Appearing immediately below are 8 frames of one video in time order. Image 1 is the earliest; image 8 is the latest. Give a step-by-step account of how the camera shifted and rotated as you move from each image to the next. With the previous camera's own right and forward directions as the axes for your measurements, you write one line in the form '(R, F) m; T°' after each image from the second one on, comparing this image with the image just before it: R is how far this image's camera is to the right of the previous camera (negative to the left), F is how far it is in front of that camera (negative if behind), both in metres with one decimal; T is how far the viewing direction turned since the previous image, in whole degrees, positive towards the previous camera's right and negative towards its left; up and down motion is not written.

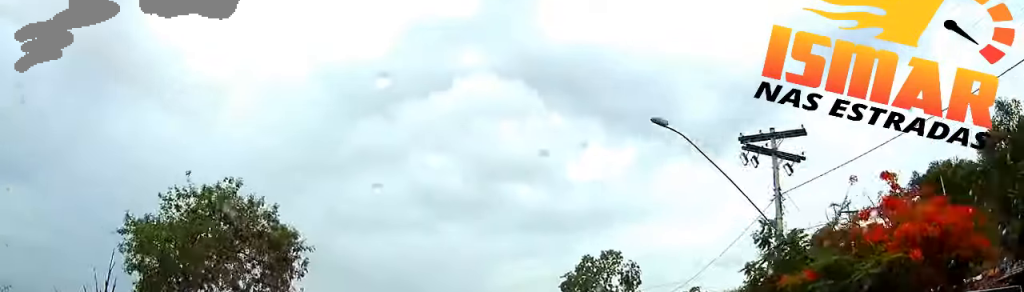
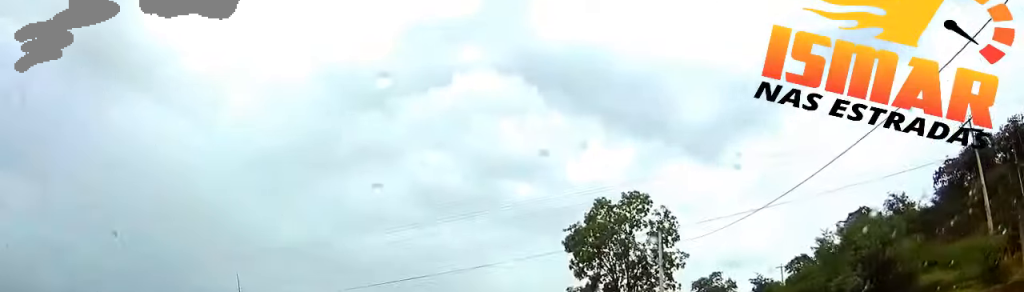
(0.0, +24.1) m; 0°
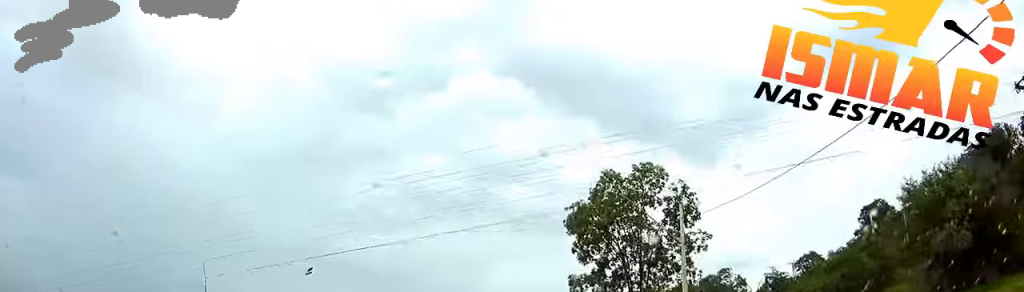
(0.0, +8.3) m; 0°
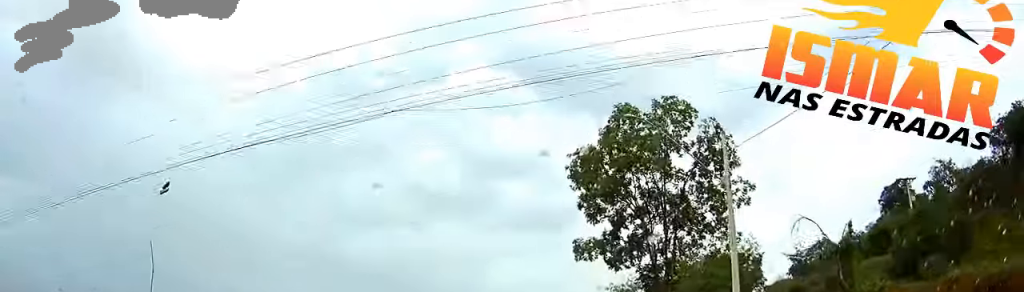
(0.0, +10.6) m; 0°
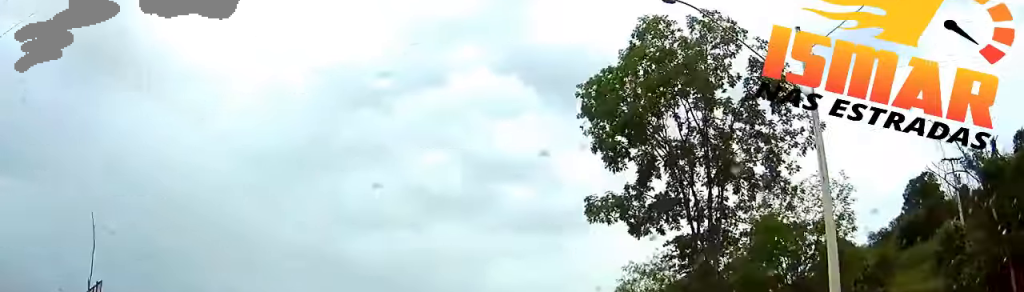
(0.0, +10.0) m; 0°
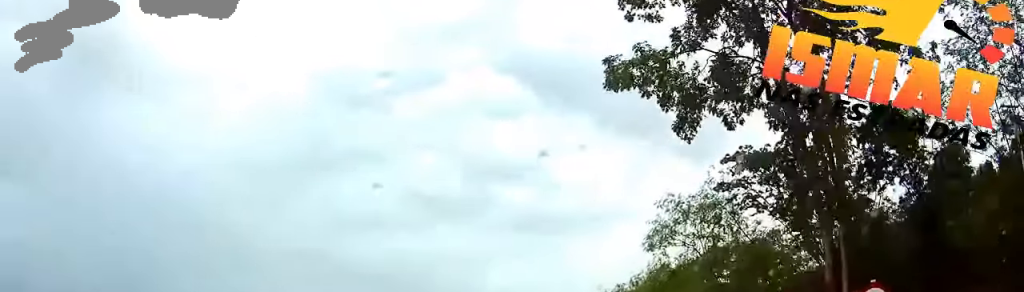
(0.0, +12.7) m; 0°
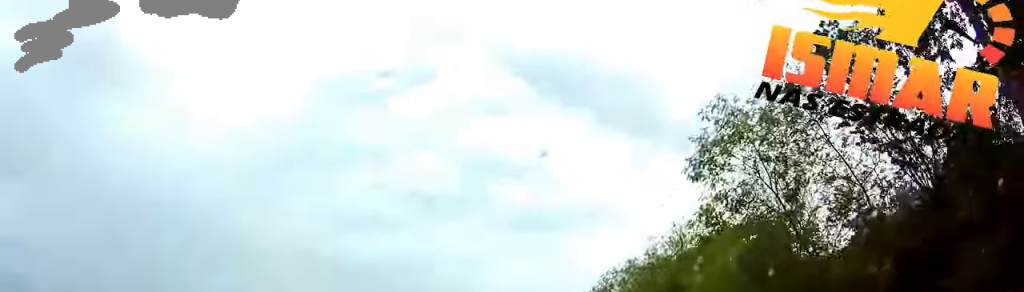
(0.0, +8.0) m; 0°
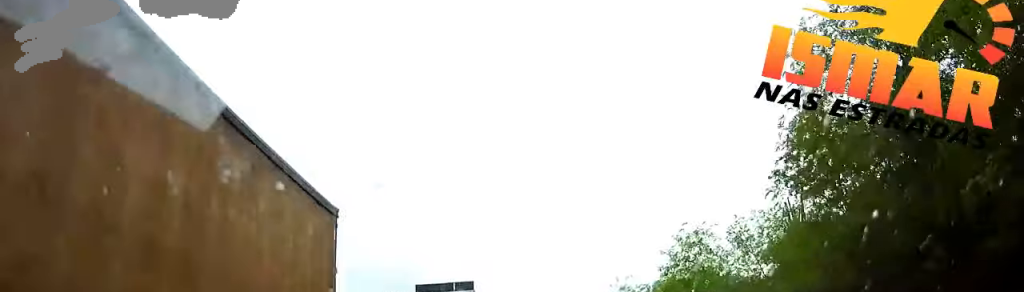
(0.0, +45.2) m; 0°
